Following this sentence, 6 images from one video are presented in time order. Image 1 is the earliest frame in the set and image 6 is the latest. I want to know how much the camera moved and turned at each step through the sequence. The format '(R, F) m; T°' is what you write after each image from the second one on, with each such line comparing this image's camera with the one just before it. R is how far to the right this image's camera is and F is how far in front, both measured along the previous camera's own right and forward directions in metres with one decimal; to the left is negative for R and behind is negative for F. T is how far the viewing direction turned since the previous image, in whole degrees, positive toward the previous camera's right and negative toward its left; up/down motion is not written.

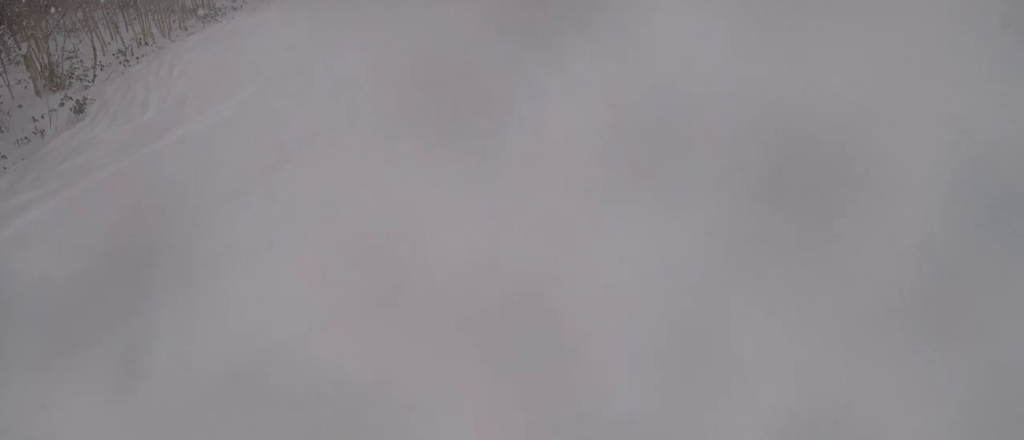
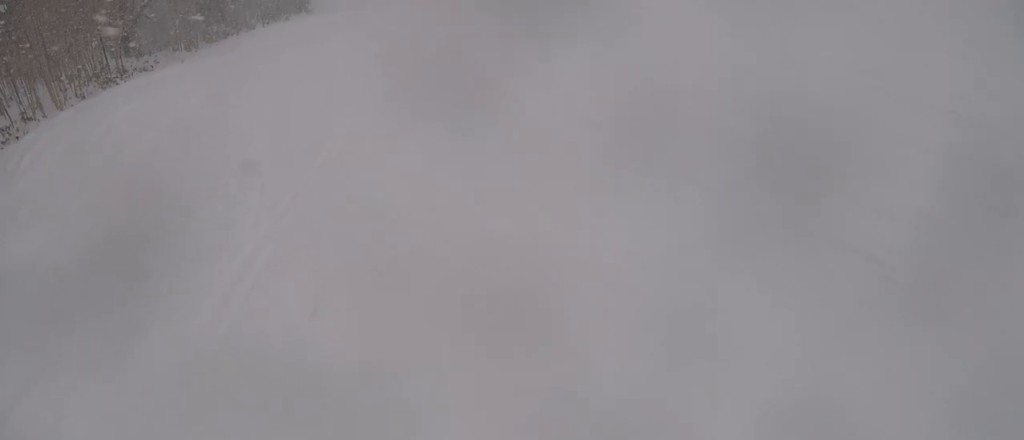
(-1.3, +7.7) m; -2°
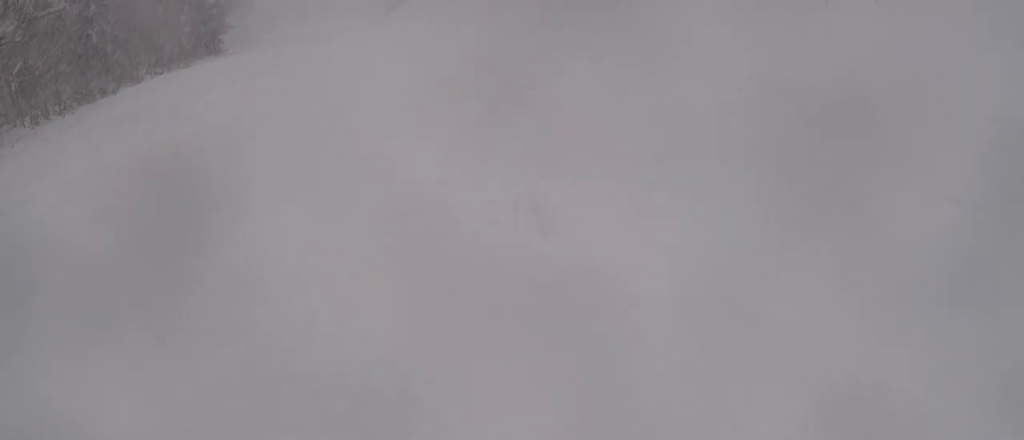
(+4.0, +16.0) m; +13°
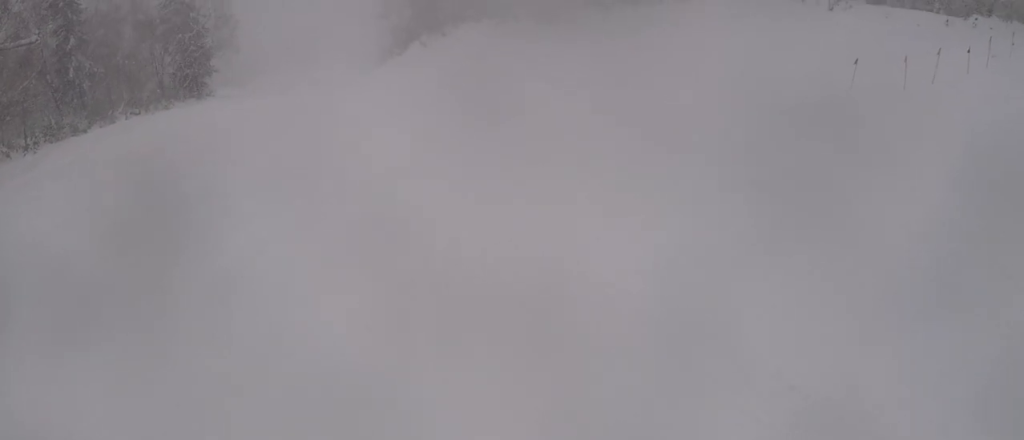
(-0.3, +3.9) m; -4°
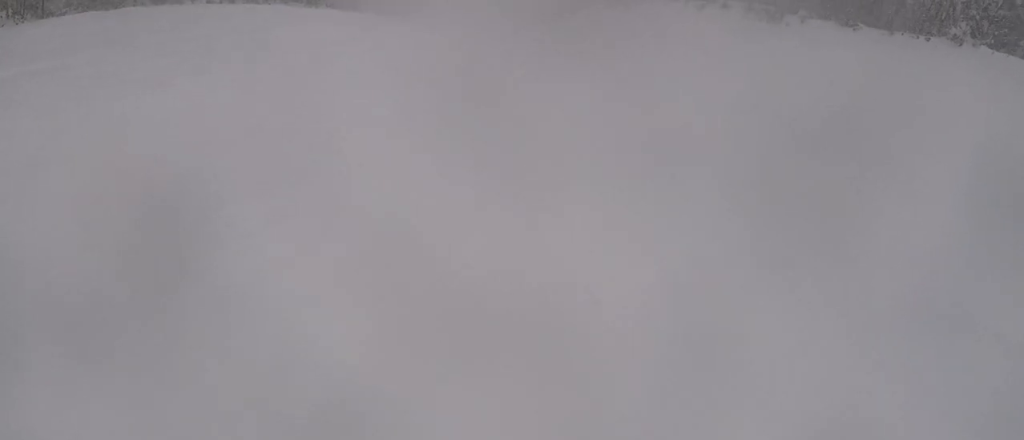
(-2.0, +15.9) m; -17°
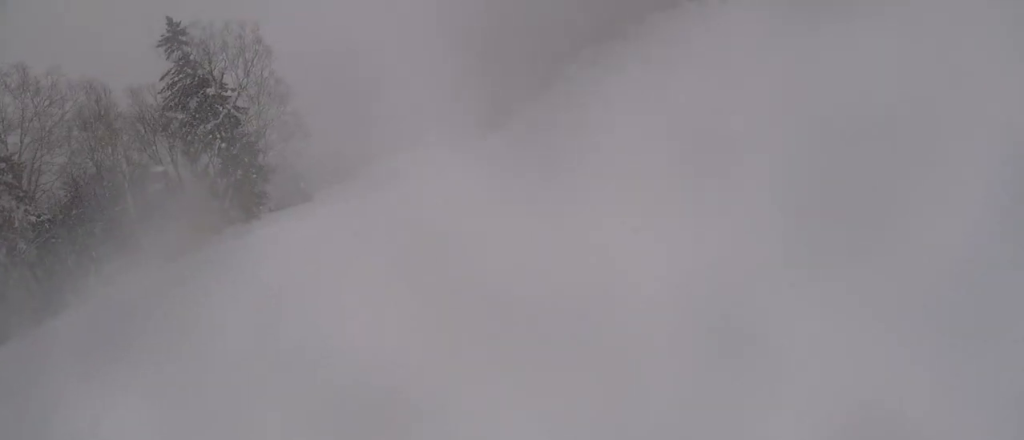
(-0.3, +16.9) m; +6°
